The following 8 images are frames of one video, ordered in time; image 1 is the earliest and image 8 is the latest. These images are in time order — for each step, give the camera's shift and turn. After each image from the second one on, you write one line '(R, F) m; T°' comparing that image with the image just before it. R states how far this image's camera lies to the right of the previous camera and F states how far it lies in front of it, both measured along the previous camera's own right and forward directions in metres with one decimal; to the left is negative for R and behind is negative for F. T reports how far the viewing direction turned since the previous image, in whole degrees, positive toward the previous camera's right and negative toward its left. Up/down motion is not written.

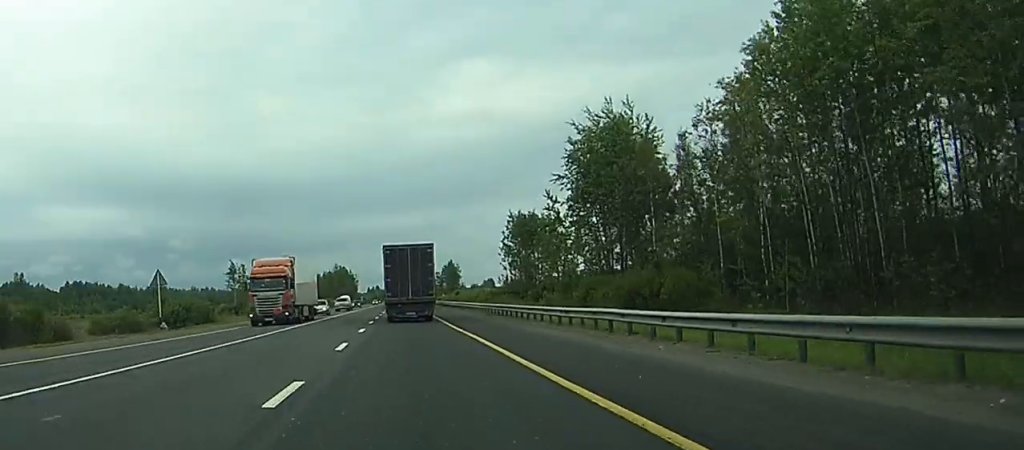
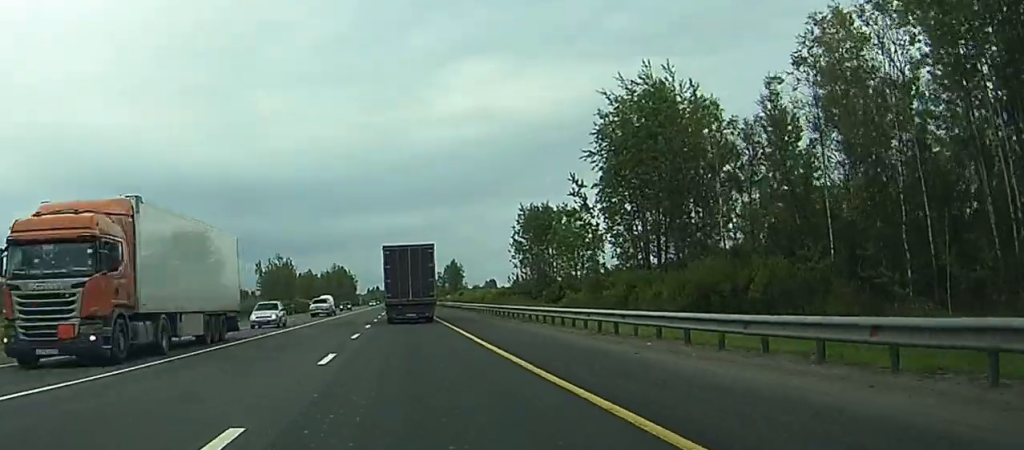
(0.0, +16.8) m; 0°
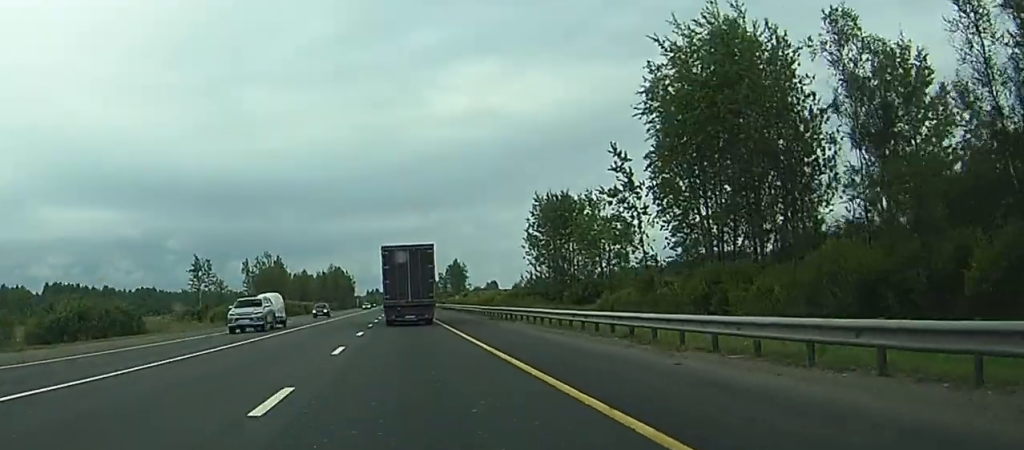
(+0.1, +20.1) m; 0°
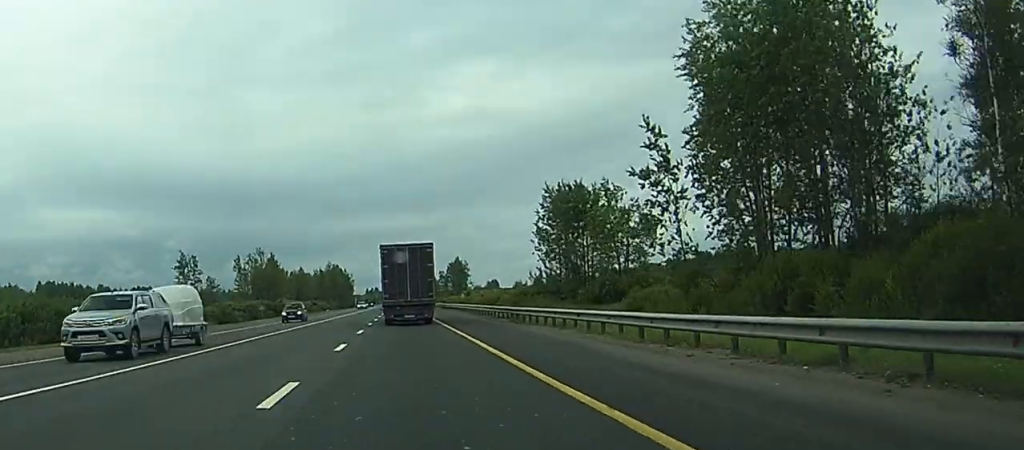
(0.0, +11.2) m; 0°
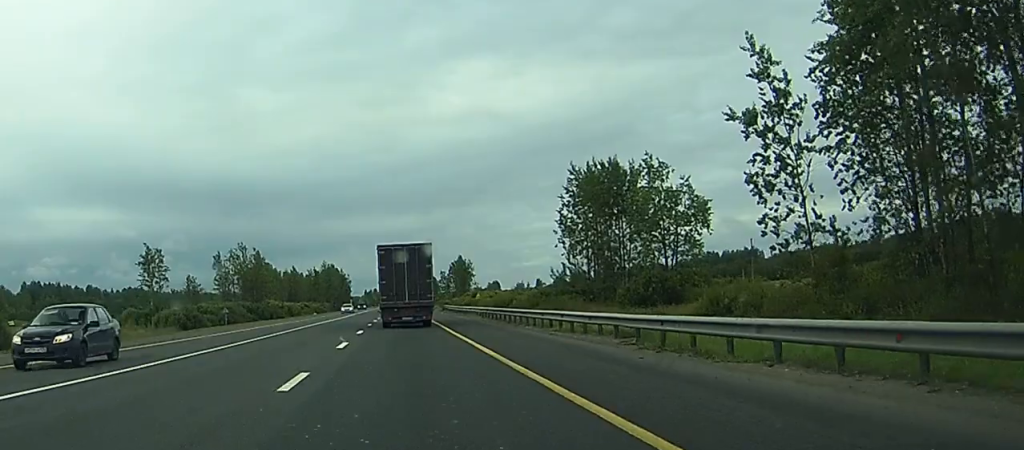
(0.0, +22.5) m; 0°
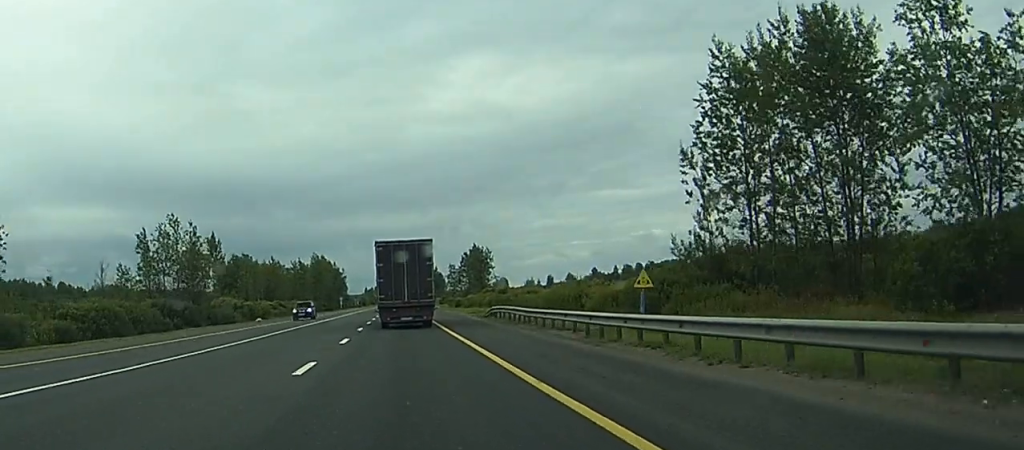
(-0.3, +57.7) m; 0°
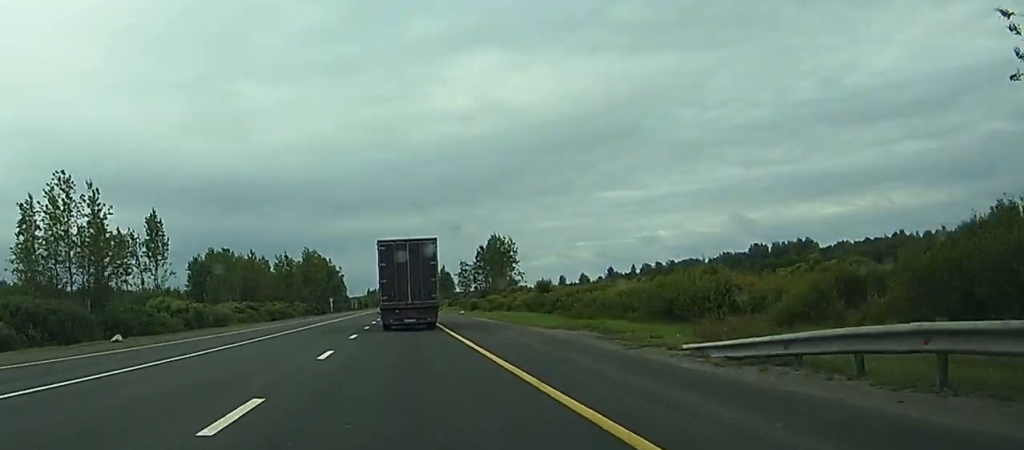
(-0.2, +43.1) m; -1°
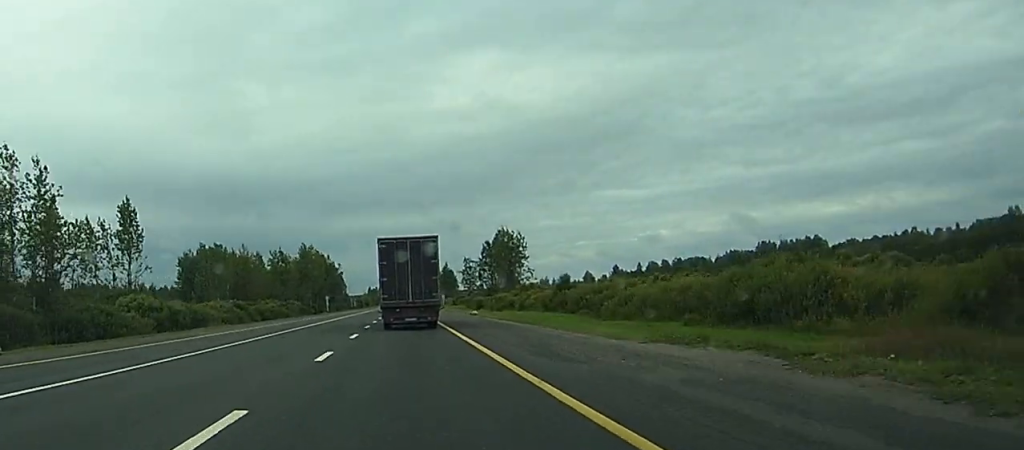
(0.0, +13.1) m; 0°
